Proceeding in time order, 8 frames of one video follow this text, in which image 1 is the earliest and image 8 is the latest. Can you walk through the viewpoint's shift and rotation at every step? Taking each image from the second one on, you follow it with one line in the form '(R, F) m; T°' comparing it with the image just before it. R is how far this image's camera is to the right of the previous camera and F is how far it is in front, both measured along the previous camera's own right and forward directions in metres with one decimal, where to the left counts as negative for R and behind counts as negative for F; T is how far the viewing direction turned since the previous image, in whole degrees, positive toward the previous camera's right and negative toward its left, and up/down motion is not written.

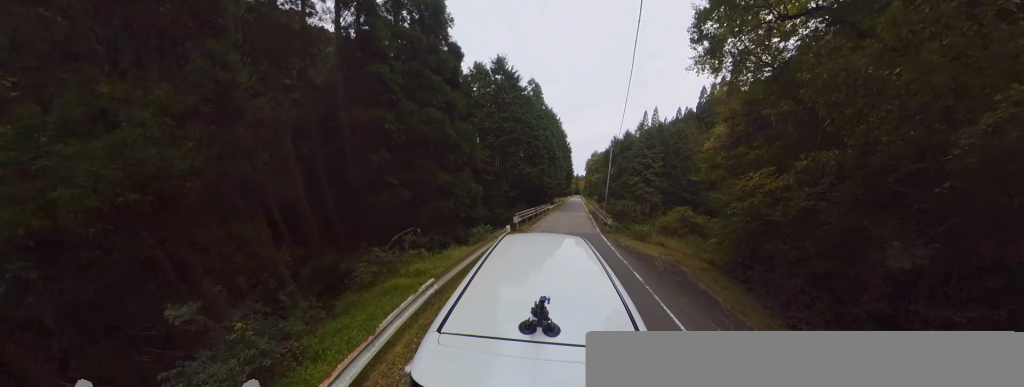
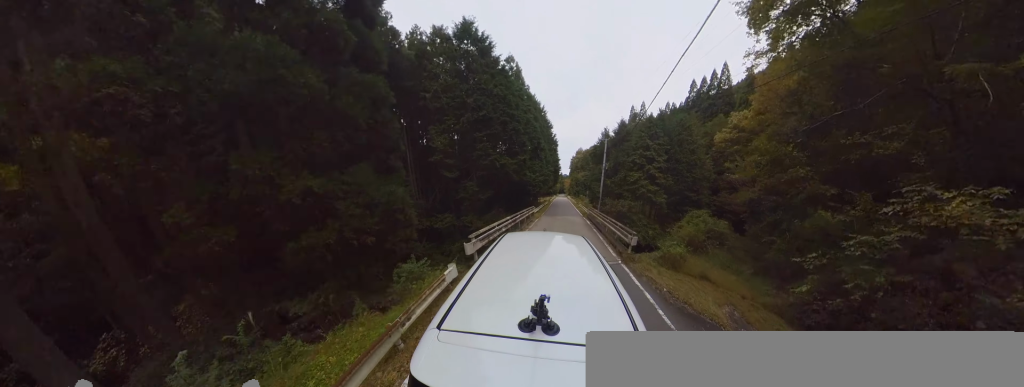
(+0.5, +5.3) m; +2°
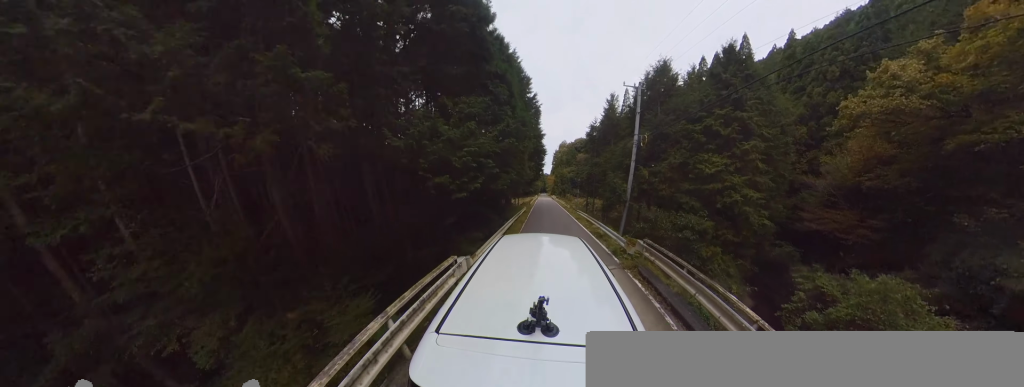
(-0.1, +13.6) m; +1°
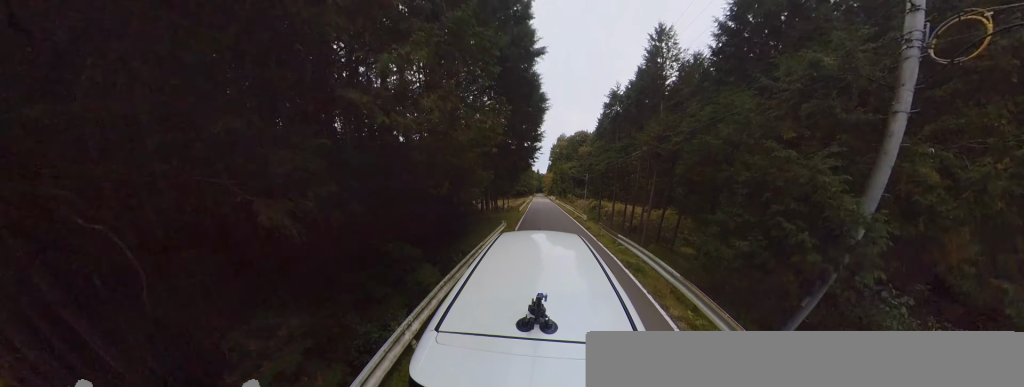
(+0.8, +11.1) m; 0°
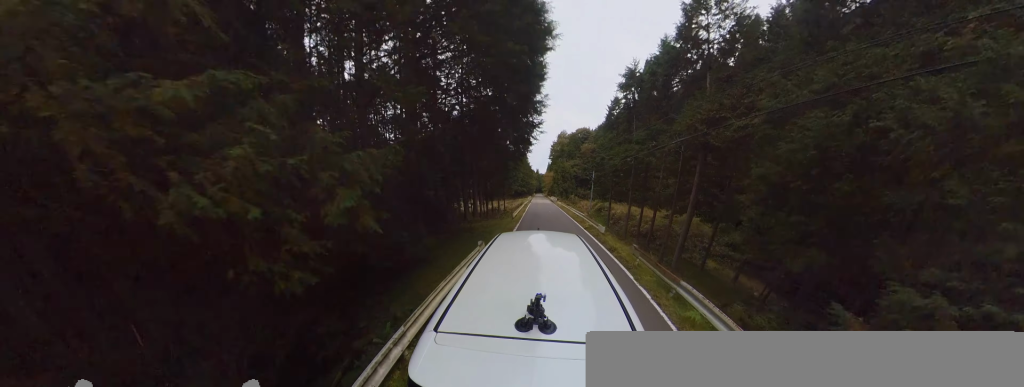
(-0.3, +4.2) m; 0°
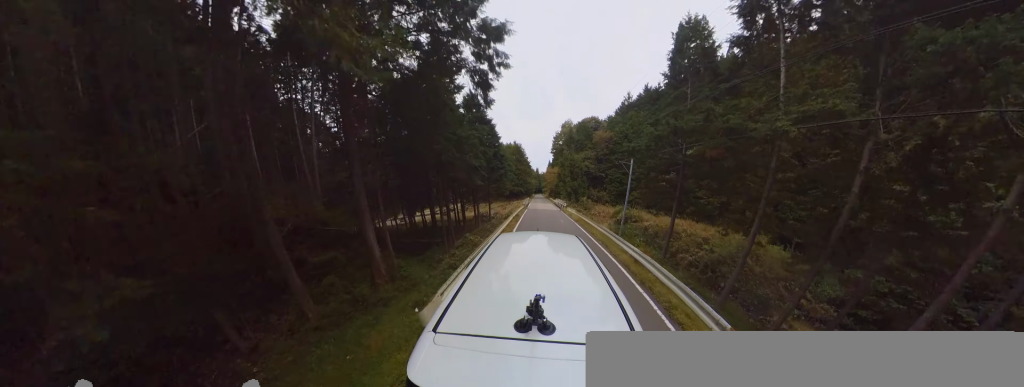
(-0.2, +12.1) m; 0°
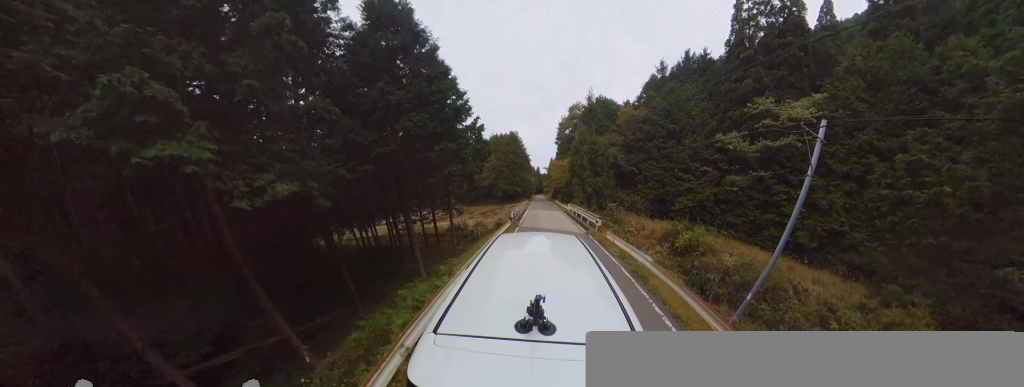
(-0.2, +12.7) m; +3°
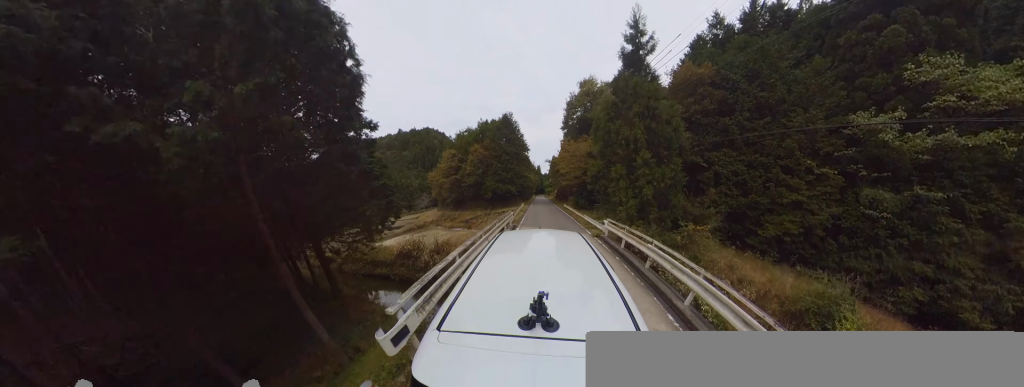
(+1.1, +11.0) m; +2°
